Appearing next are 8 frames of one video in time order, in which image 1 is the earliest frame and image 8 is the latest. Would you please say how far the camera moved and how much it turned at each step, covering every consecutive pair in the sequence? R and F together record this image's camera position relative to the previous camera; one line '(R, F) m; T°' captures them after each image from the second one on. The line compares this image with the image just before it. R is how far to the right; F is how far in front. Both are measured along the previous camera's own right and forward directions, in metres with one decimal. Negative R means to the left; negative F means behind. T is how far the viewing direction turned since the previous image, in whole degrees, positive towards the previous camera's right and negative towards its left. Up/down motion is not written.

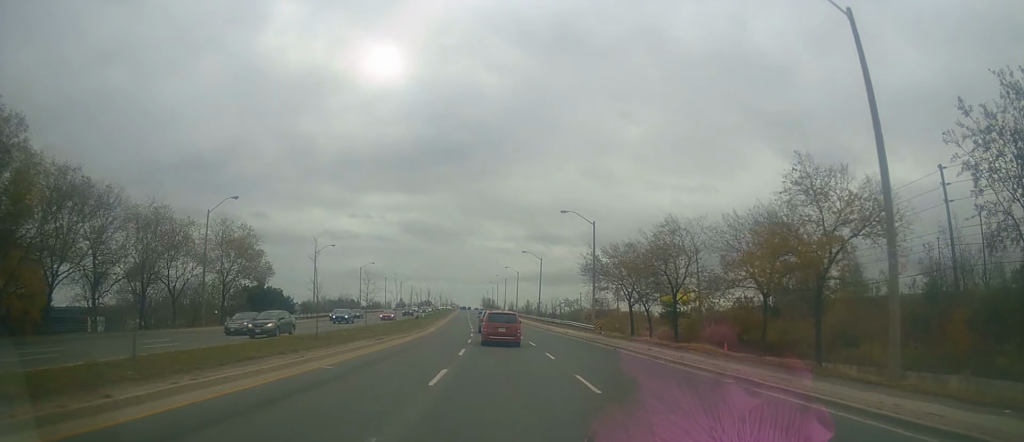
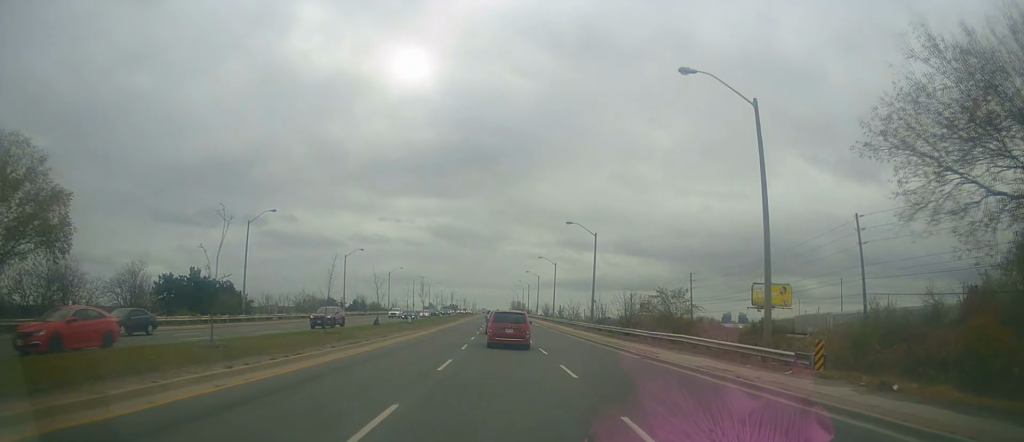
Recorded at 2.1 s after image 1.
(-0.7, +32.8) m; -2°
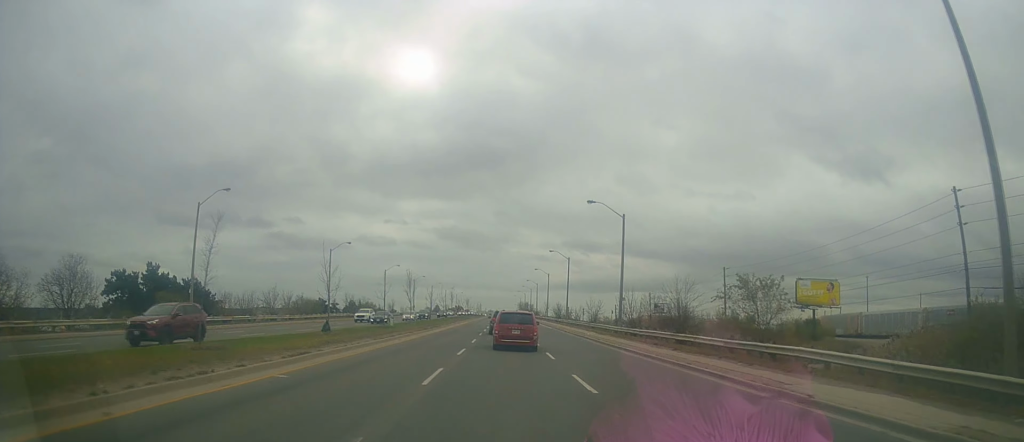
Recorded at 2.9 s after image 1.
(+0.2, +12.0) m; -1°
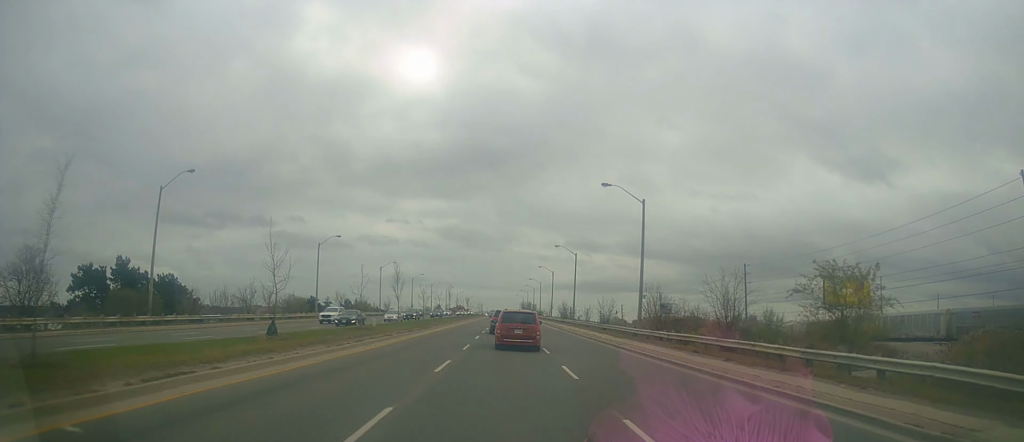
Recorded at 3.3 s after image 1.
(-0.2, +6.7) m; -1°
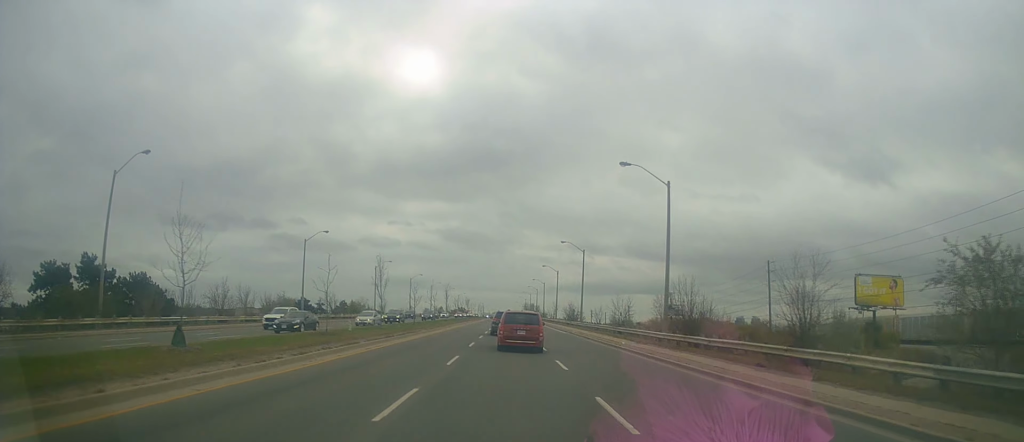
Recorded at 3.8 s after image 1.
(-0.1, +6.7) m; -1°
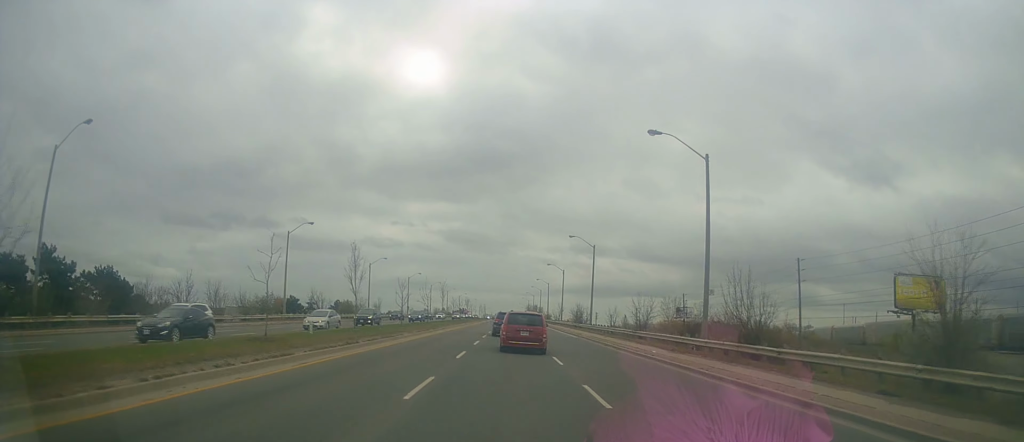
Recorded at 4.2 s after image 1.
(0.0, +7.1) m; 0°
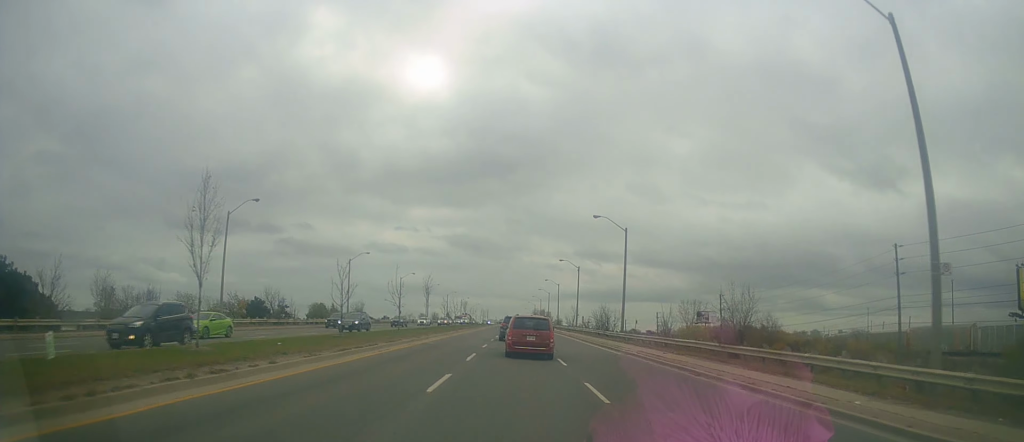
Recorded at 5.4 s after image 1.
(+0.1, +16.9) m; -1°
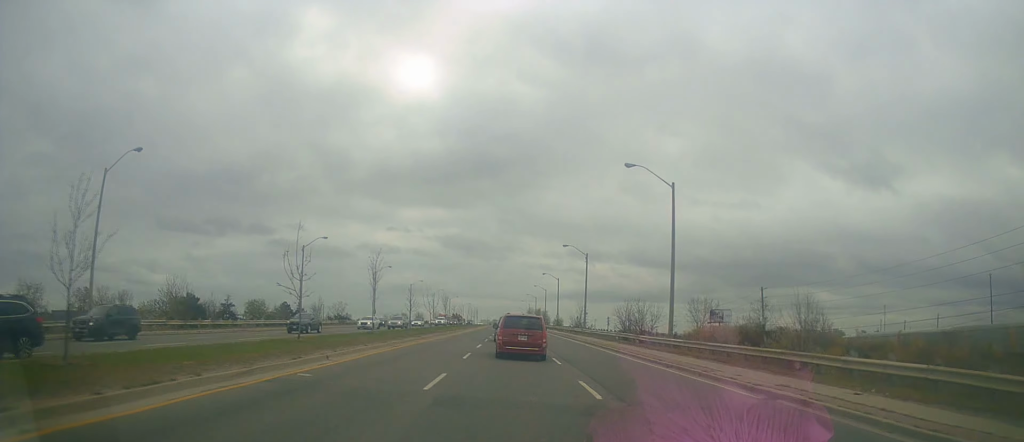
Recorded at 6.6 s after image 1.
(-0.4, +17.7) m; -2°
